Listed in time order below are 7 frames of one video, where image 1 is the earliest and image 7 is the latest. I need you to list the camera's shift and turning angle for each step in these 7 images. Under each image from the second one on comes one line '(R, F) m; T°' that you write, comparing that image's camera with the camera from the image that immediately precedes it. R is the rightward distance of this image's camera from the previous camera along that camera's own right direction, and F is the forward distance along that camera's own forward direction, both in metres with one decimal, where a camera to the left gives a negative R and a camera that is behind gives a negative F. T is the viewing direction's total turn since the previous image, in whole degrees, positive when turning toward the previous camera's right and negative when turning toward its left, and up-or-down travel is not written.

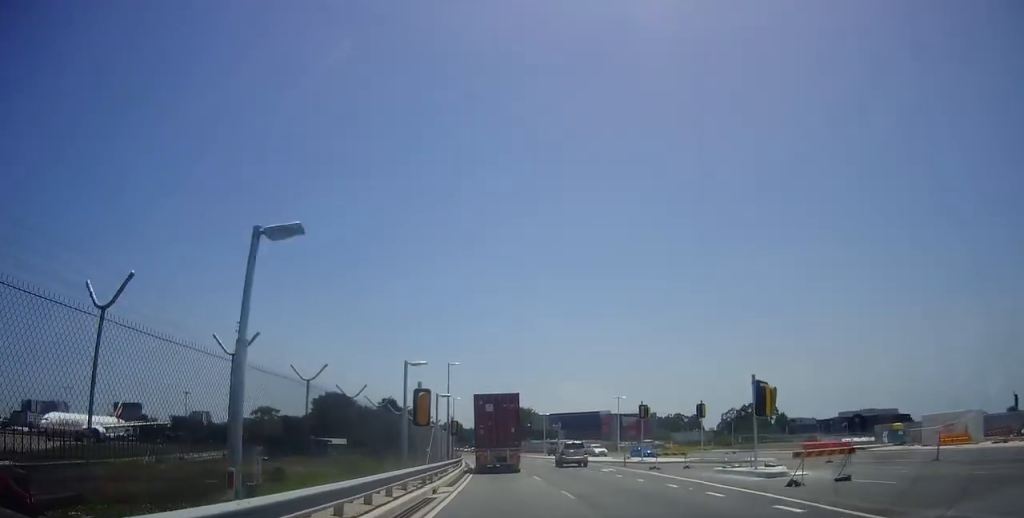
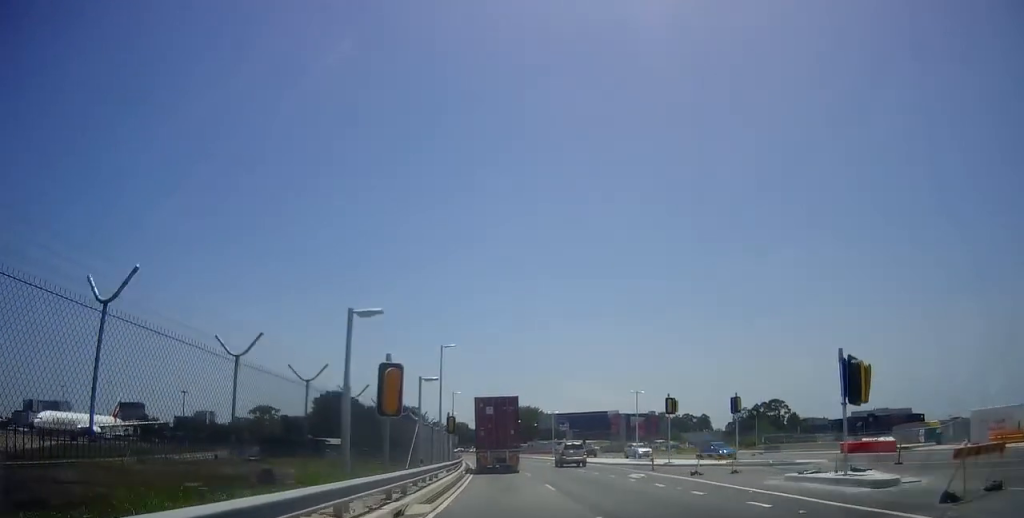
(+0.1, +6.0) m; -2°
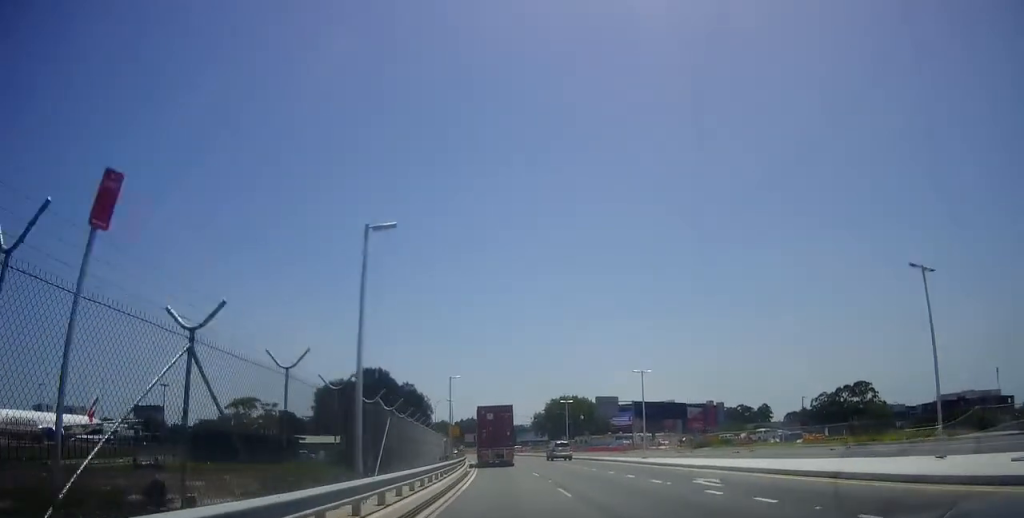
(-0.5, +37.1) m; -2°
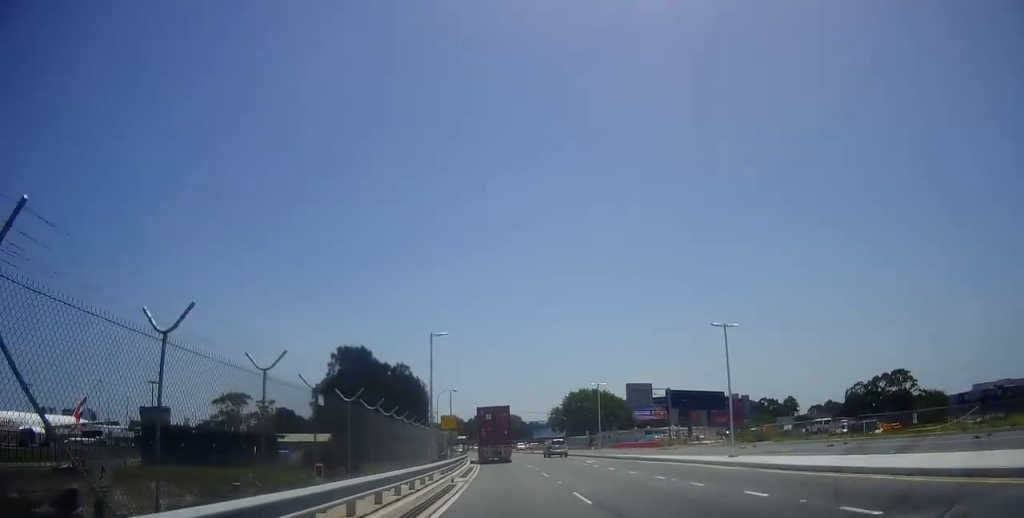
(-0.6, +14.5) m; -3°
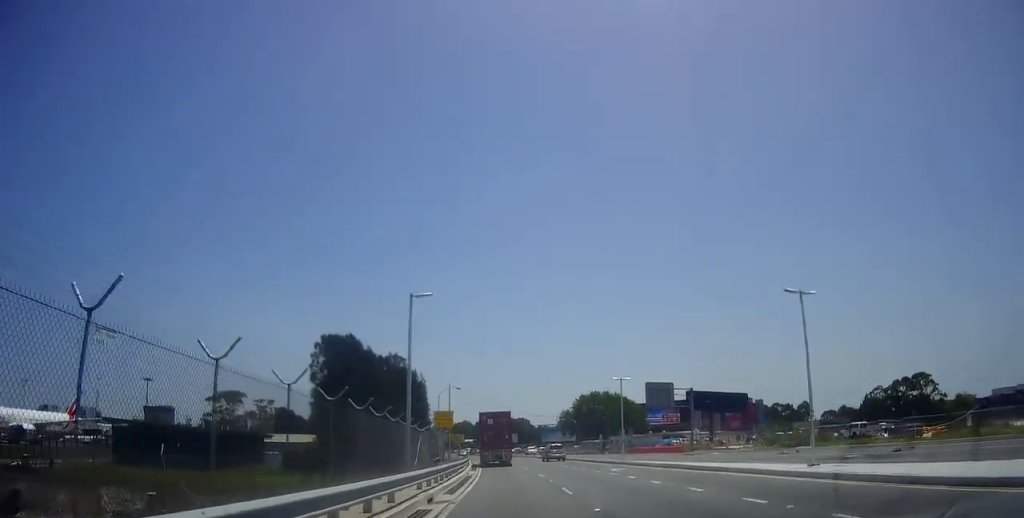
(0.0, +7.2) m; -1°
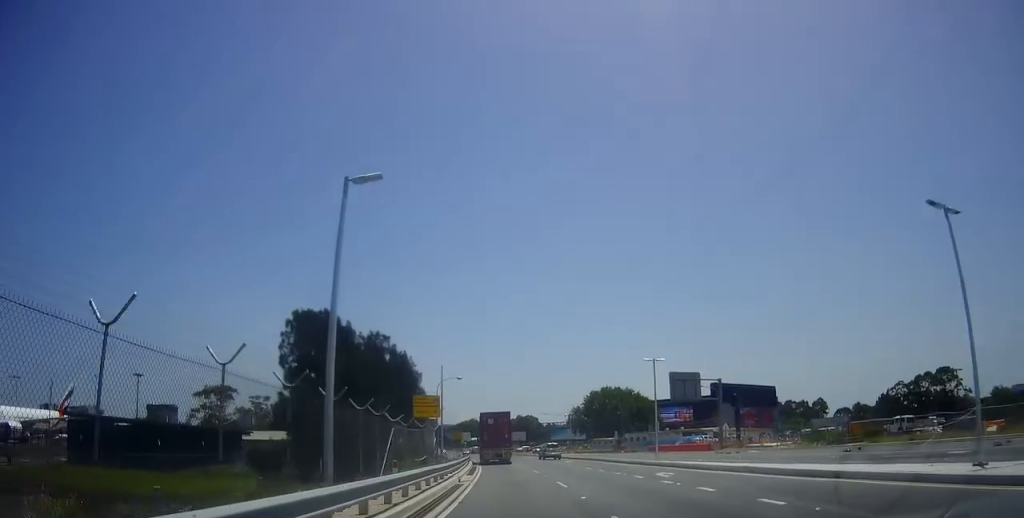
(0.0, +8.4) m; -1°
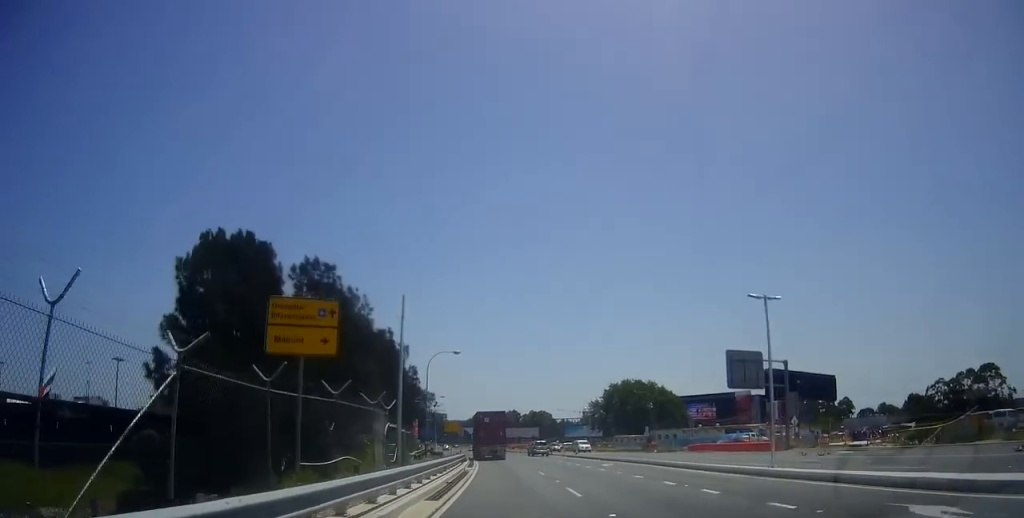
(-0.2, +15.4) m; 0°
